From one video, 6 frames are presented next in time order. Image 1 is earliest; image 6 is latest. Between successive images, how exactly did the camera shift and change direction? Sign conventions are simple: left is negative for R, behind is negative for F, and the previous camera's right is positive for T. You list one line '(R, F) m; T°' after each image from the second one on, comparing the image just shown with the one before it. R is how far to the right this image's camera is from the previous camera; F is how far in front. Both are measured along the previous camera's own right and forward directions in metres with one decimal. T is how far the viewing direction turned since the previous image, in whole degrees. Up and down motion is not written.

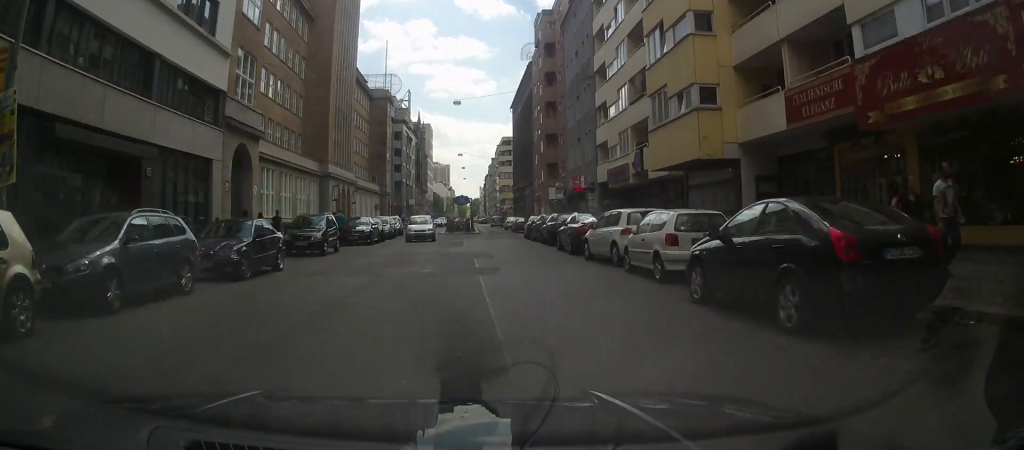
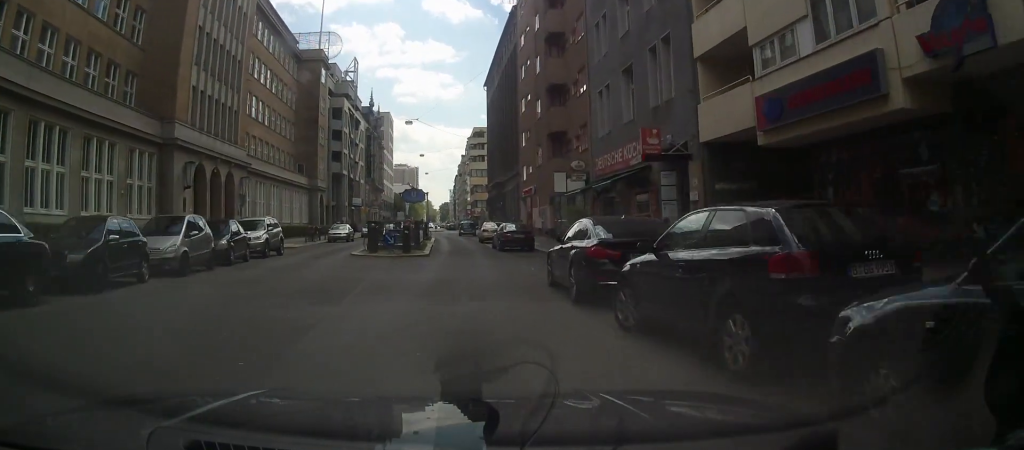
(+1.2, +27.2) m; +3°
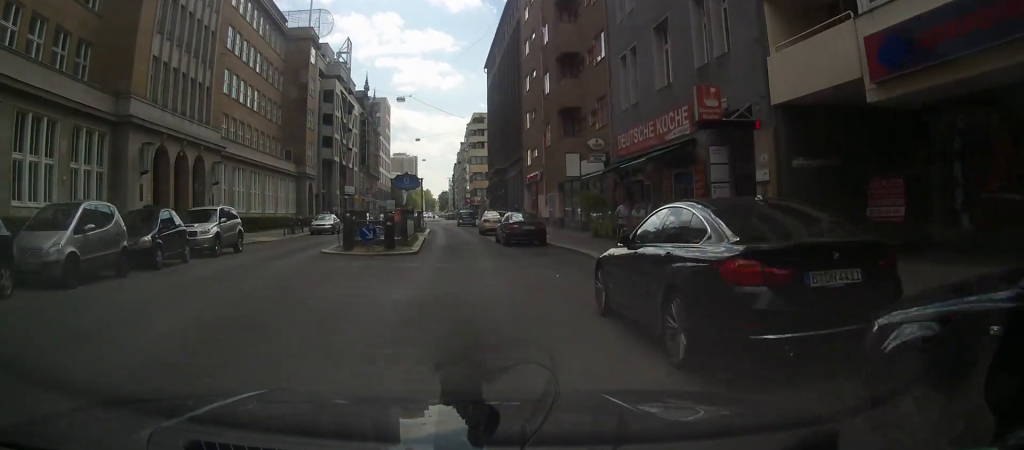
(0.0, +5.2) m; 0°
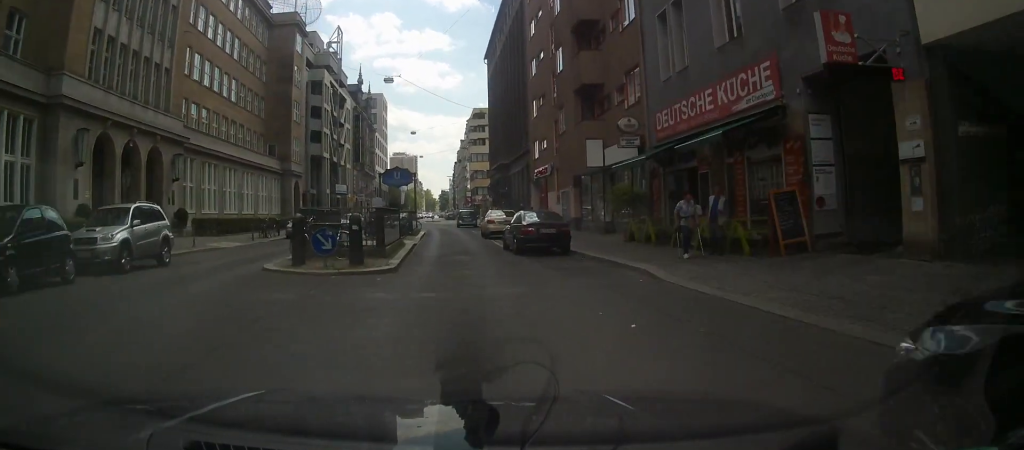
(0.0, +6.2) m; 0°
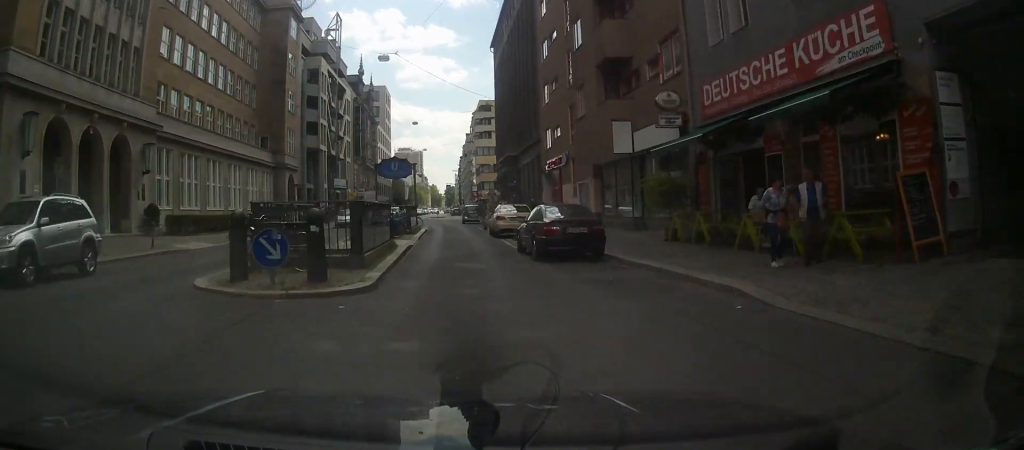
(0.0, +4.4) m; 0°
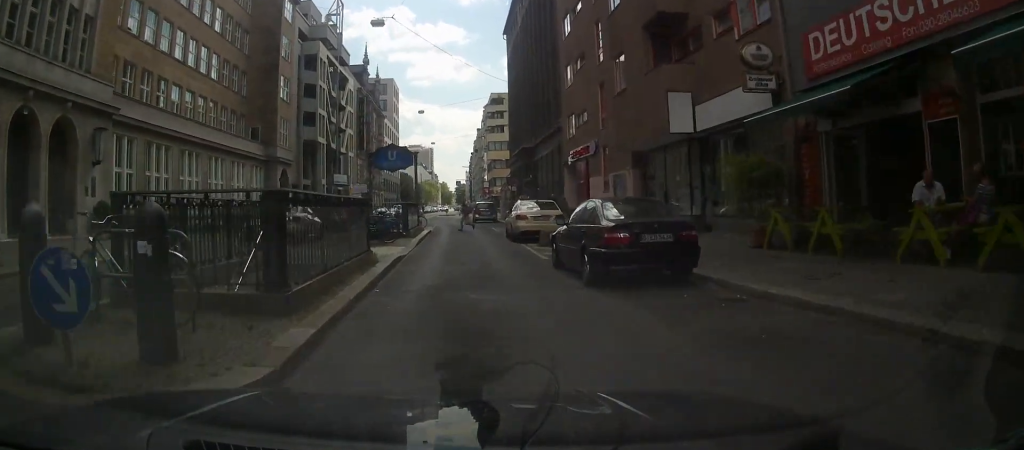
(-0.1, +6.0) m; 0°
